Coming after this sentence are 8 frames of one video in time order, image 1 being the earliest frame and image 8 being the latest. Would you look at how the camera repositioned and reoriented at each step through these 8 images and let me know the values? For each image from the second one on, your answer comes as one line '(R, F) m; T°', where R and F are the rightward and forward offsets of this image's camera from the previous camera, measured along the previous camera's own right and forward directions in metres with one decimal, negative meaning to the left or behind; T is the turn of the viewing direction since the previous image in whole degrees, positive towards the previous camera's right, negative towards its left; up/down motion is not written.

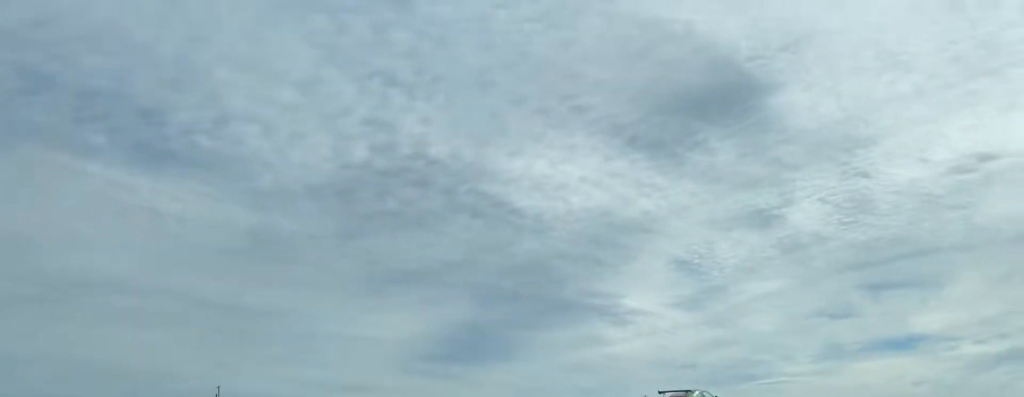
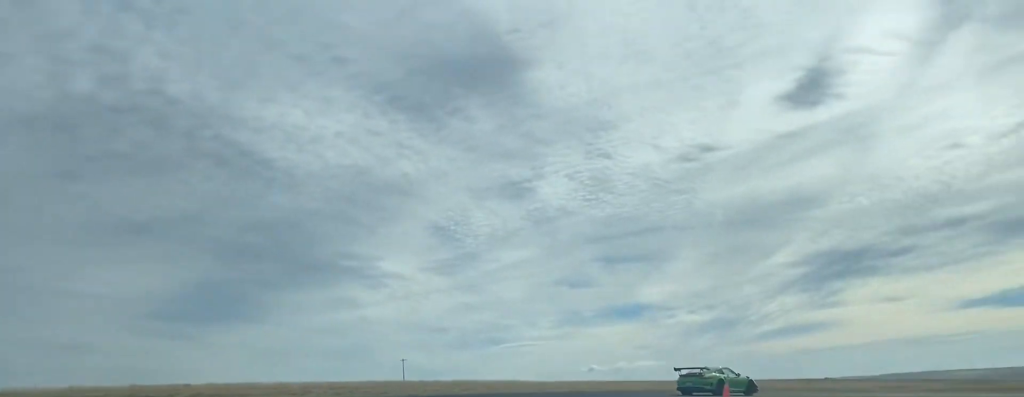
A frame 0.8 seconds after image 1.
(+1.6, +21.0) m; +22°
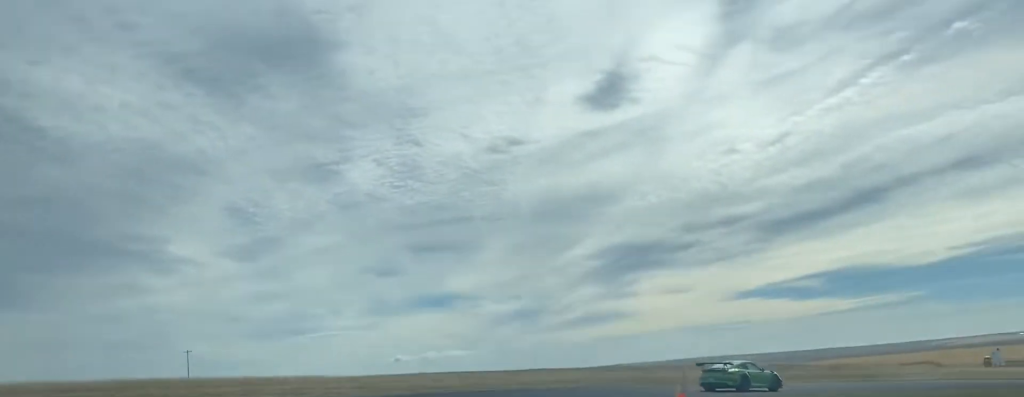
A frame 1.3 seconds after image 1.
(+4.1, +12.3) m; +20°
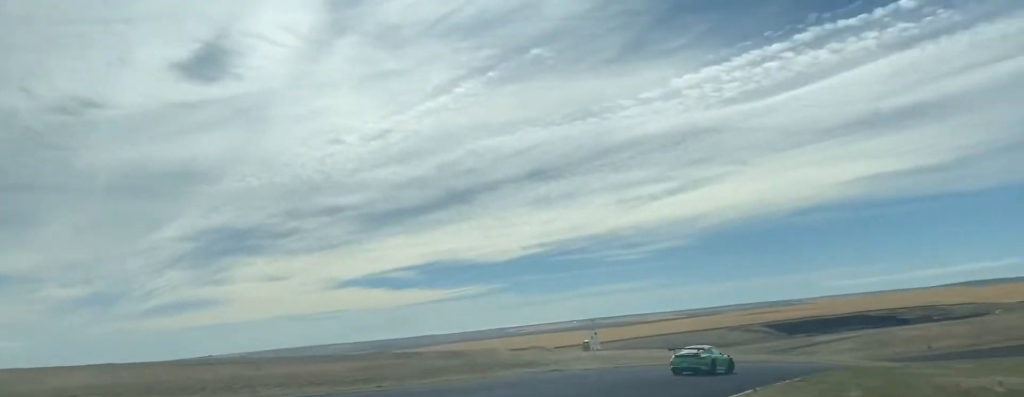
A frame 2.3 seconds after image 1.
(+7.4, +22.3) m; +31°
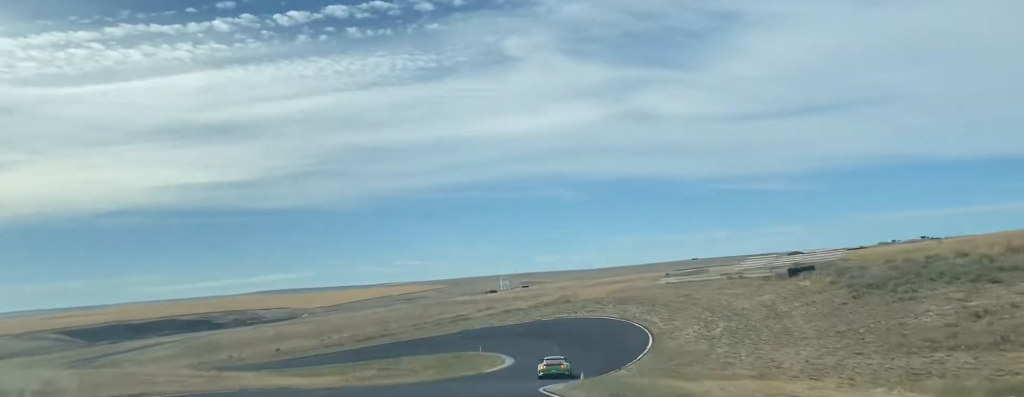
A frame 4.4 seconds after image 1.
(+22.4, +56.2) m; +36°
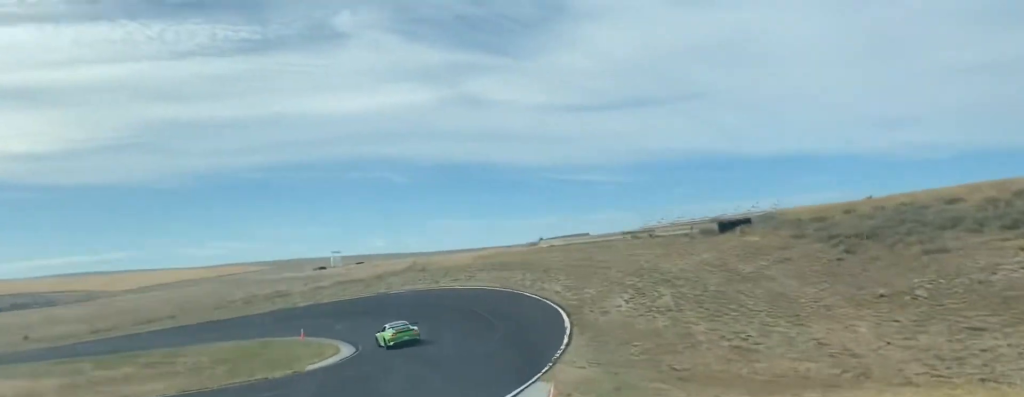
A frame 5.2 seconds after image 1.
(+2.0, +24.3) m; +7°
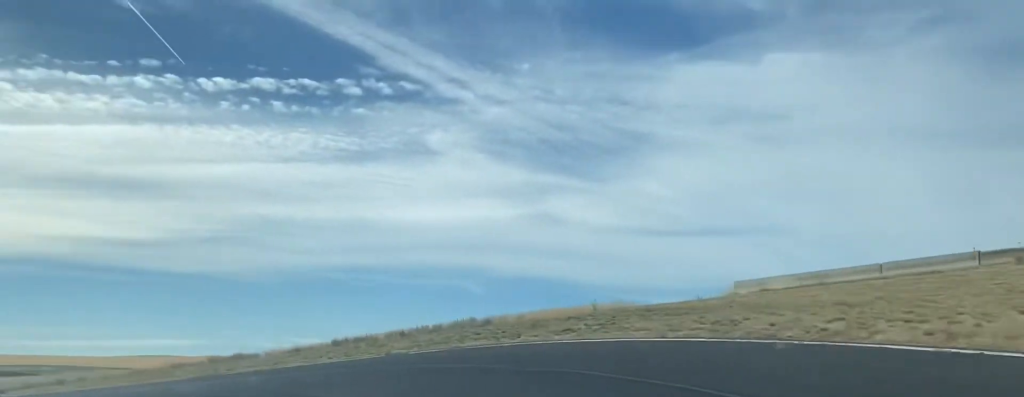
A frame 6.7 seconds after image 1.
(+3.0, +42.4) m; -3°
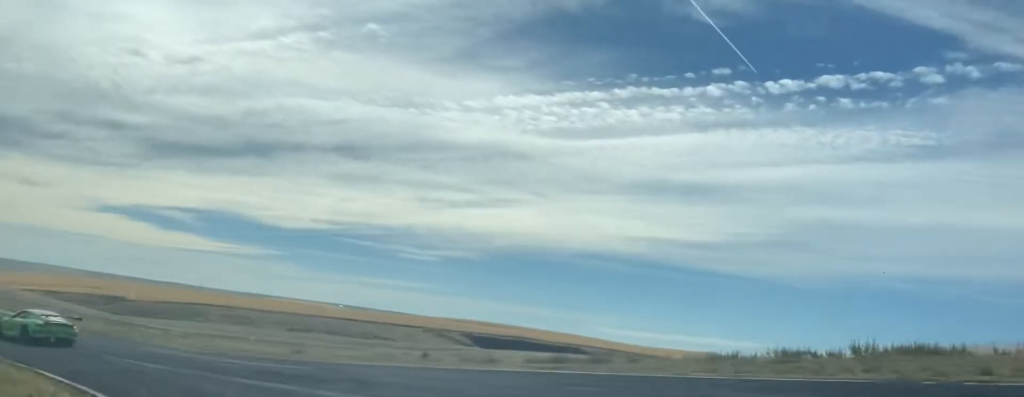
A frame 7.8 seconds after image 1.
(-4.9, +29.4) m; -36°
